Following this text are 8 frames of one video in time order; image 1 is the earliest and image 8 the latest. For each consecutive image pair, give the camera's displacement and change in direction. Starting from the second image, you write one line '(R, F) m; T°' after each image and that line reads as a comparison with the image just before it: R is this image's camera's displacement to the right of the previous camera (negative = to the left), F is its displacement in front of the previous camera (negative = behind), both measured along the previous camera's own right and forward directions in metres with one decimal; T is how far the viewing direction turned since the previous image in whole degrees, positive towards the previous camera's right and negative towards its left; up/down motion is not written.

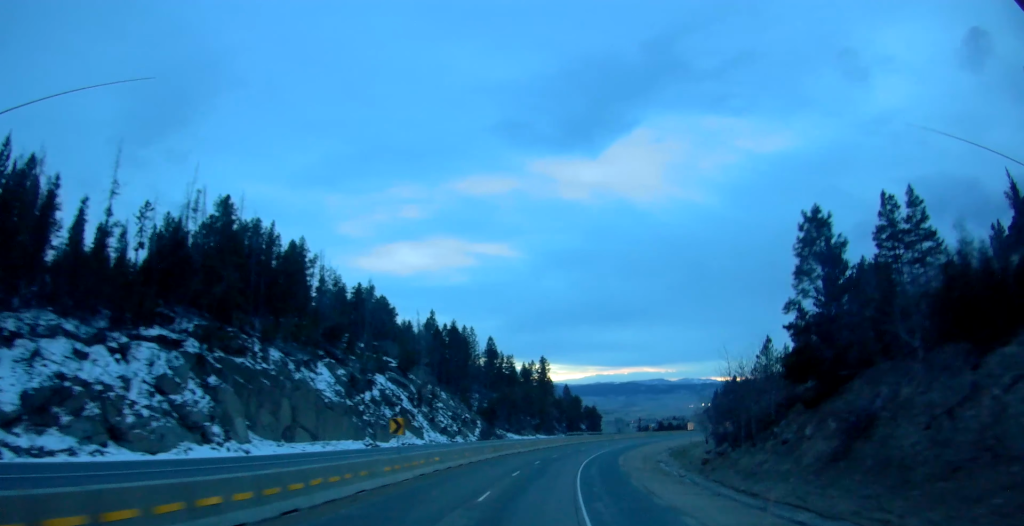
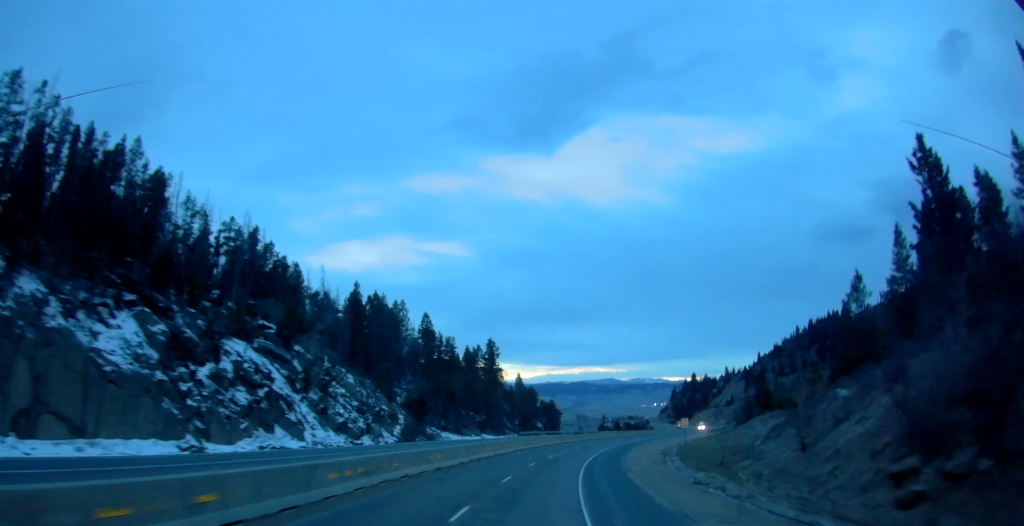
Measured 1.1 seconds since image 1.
(+0.4, +29.5) m; +6°
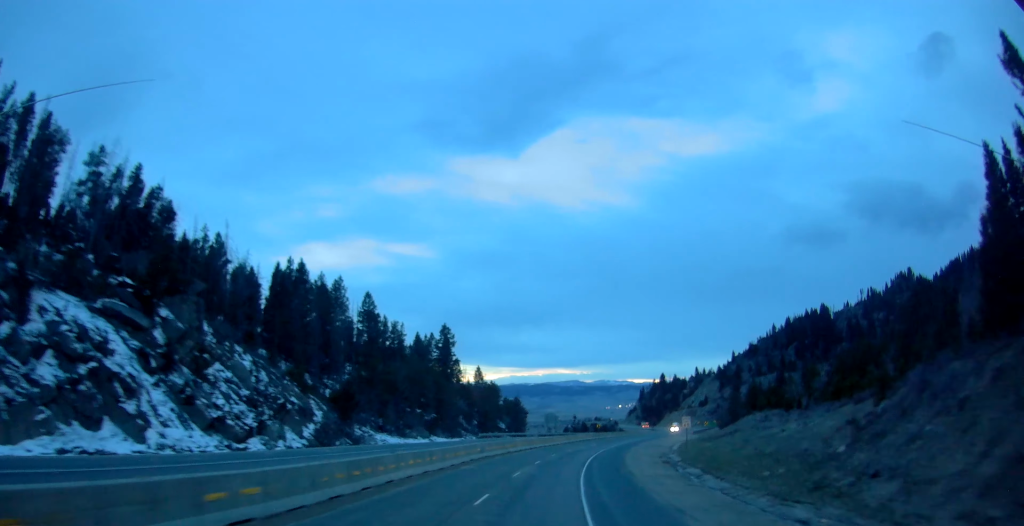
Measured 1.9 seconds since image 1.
(+1.6, +20.0) m; +4°
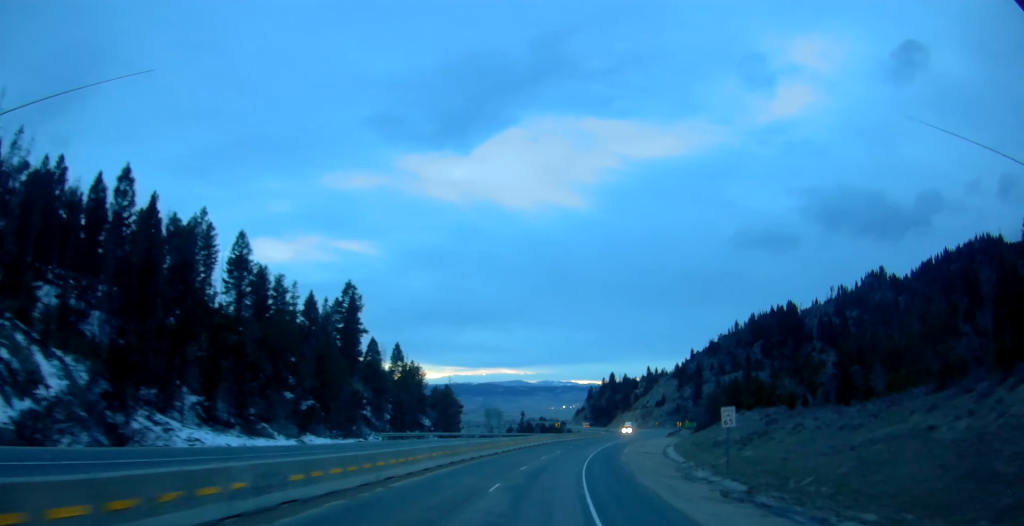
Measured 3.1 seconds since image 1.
(+0.7, +32.8) m; +5°
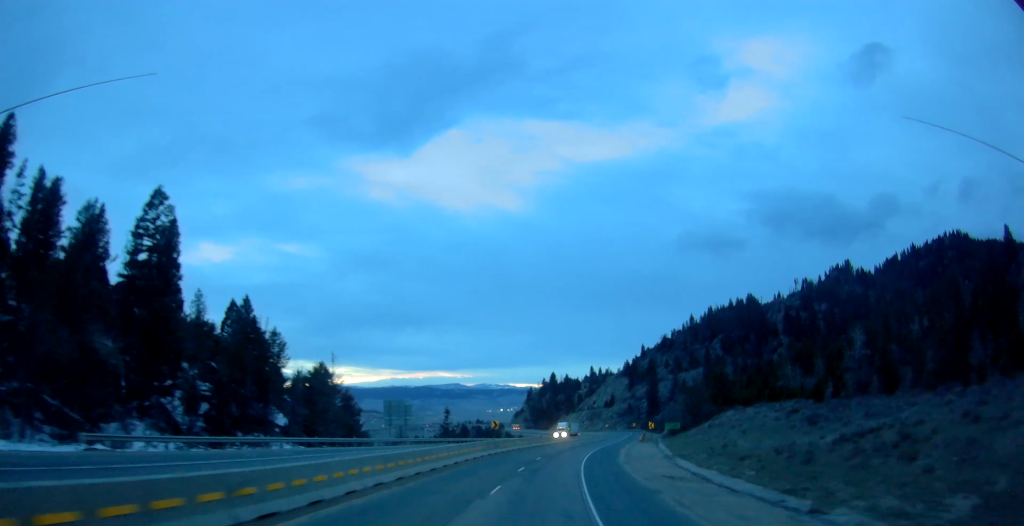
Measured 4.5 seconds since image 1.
(+3.1, +37.5) m; +7°
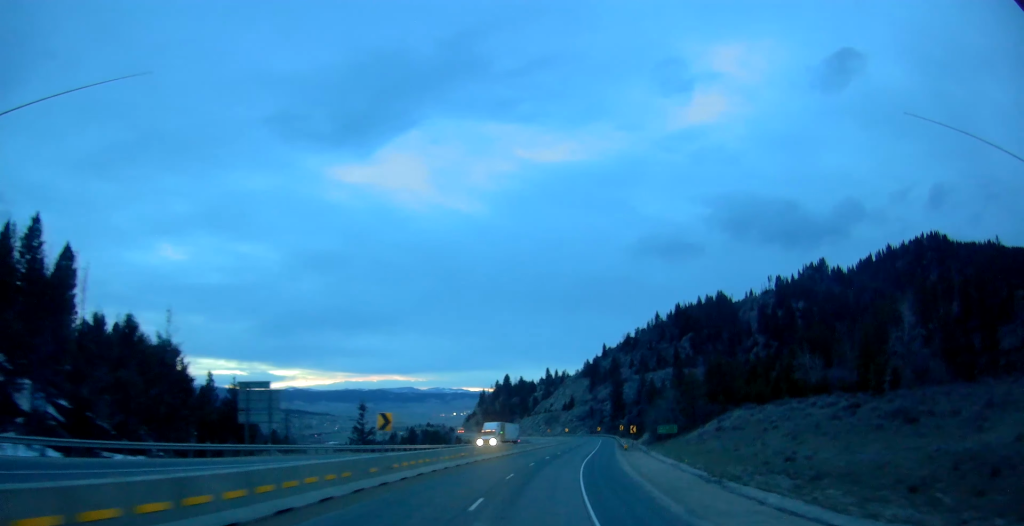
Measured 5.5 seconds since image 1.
(+1.0, +28.6) m; +4°
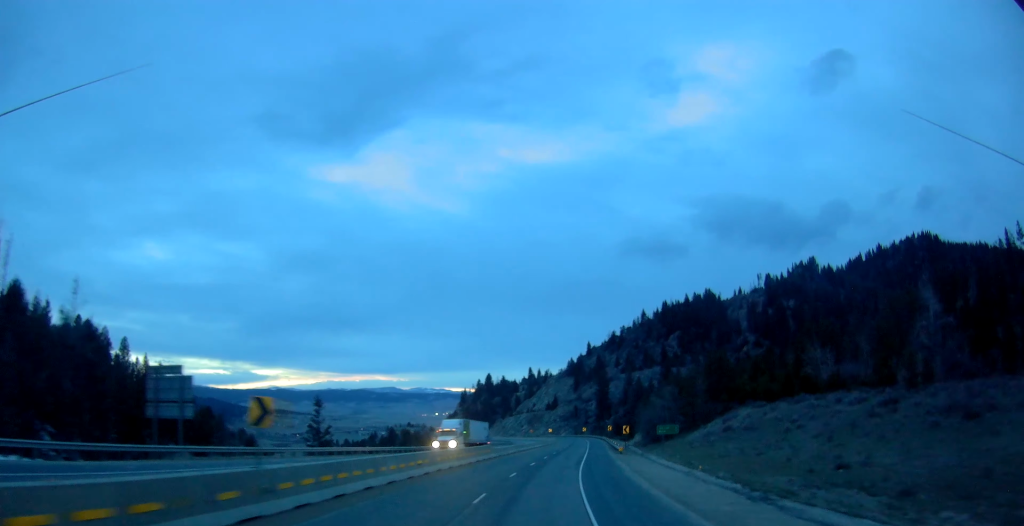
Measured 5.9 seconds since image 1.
(-0.1, +10.4) m; +2°
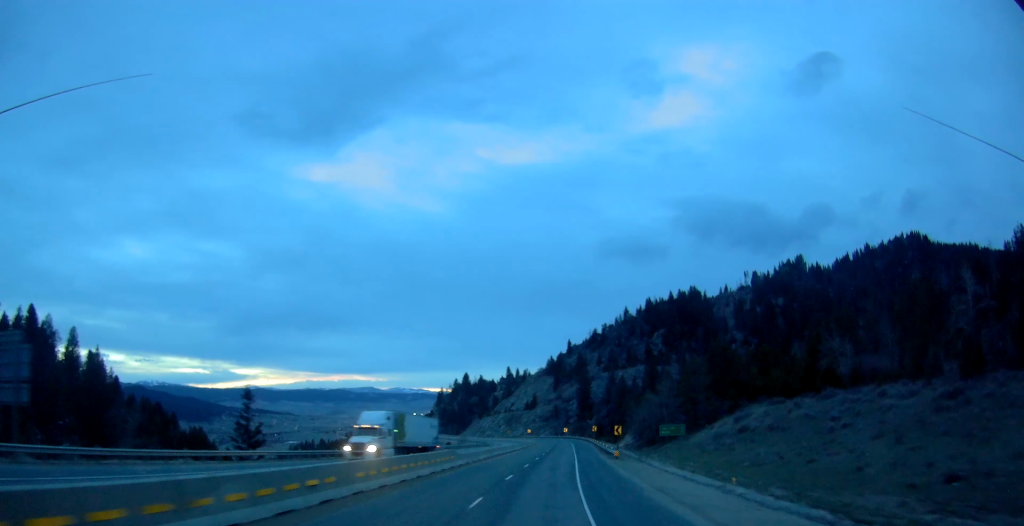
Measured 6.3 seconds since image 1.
(+0.3, +12.8) m; +2°
